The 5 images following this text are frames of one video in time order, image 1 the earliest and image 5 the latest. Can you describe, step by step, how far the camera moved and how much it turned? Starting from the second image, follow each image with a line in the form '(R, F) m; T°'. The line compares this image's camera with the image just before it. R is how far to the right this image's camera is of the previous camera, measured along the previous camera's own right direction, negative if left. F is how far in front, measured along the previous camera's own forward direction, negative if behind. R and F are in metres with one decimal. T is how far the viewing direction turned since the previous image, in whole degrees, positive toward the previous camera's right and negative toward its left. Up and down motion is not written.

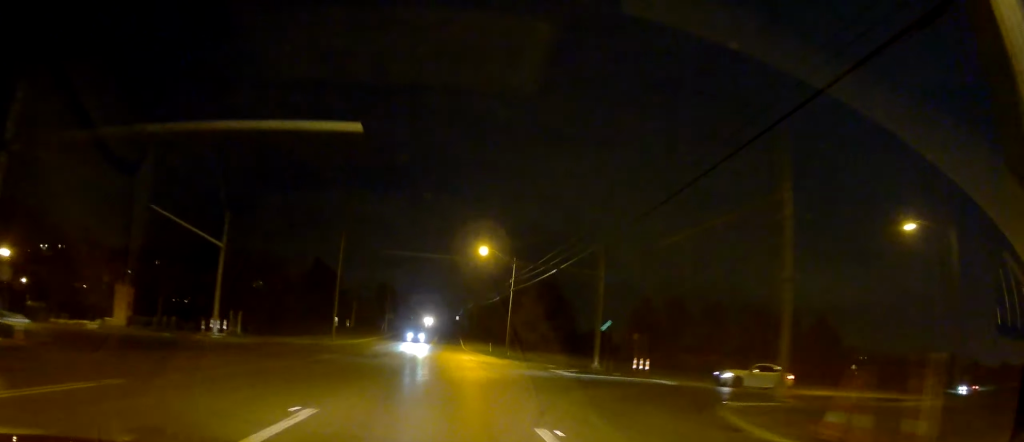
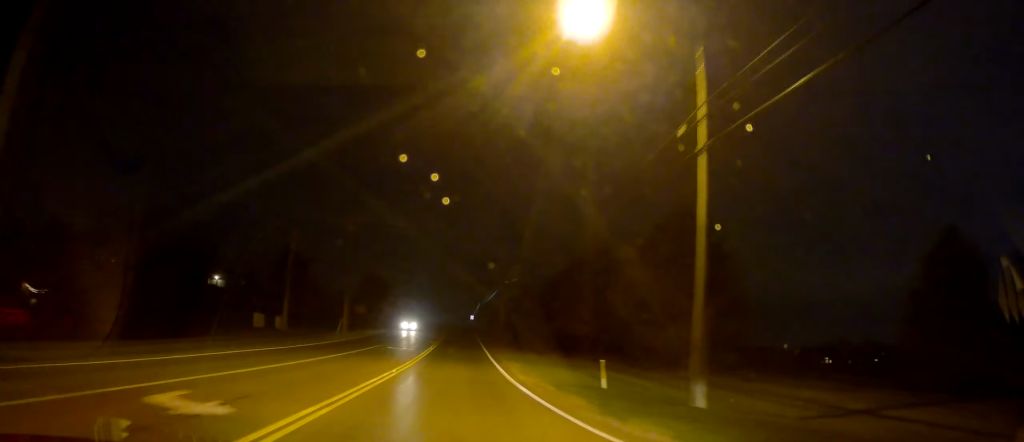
(+0.3, +46.5) m; 0°
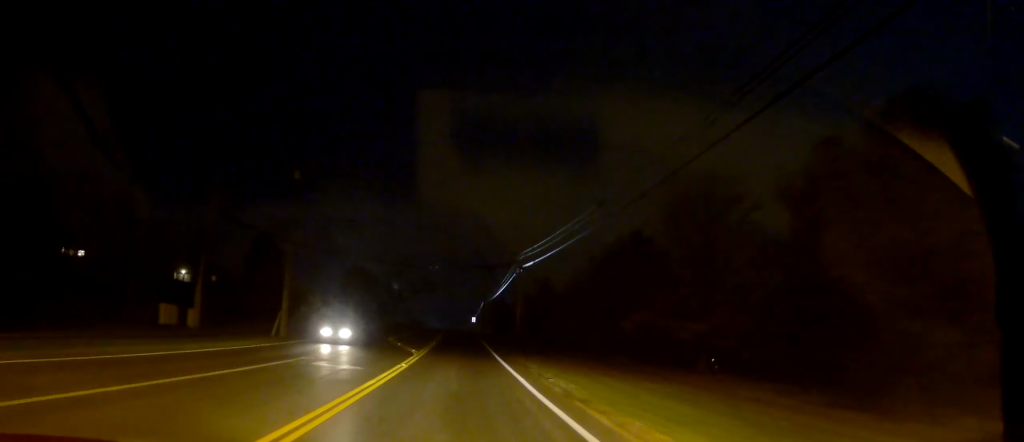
(-0.1, +20.0) m; -1°
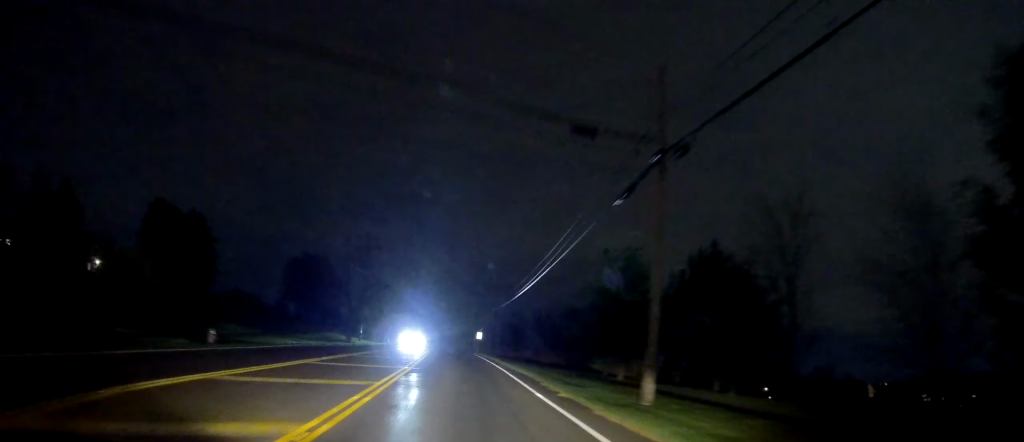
(+0.2, +35.7) m; +2°
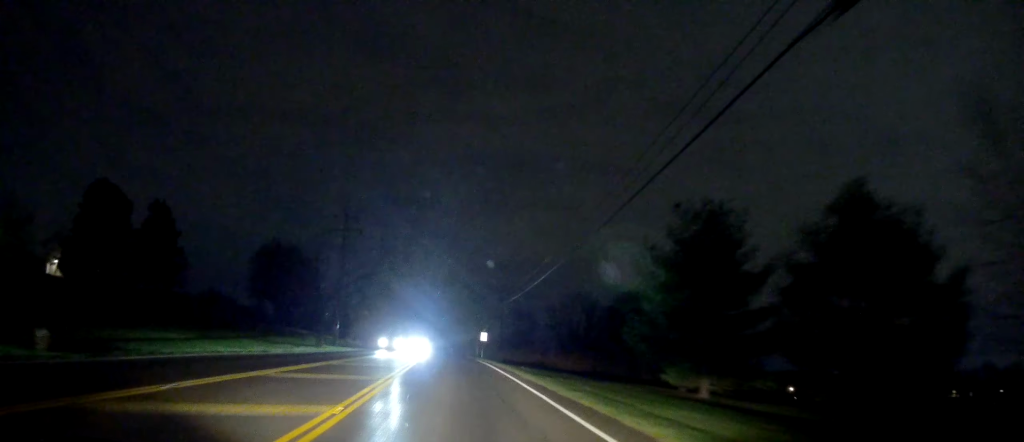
(+0.1, +12.4) m; 0°
